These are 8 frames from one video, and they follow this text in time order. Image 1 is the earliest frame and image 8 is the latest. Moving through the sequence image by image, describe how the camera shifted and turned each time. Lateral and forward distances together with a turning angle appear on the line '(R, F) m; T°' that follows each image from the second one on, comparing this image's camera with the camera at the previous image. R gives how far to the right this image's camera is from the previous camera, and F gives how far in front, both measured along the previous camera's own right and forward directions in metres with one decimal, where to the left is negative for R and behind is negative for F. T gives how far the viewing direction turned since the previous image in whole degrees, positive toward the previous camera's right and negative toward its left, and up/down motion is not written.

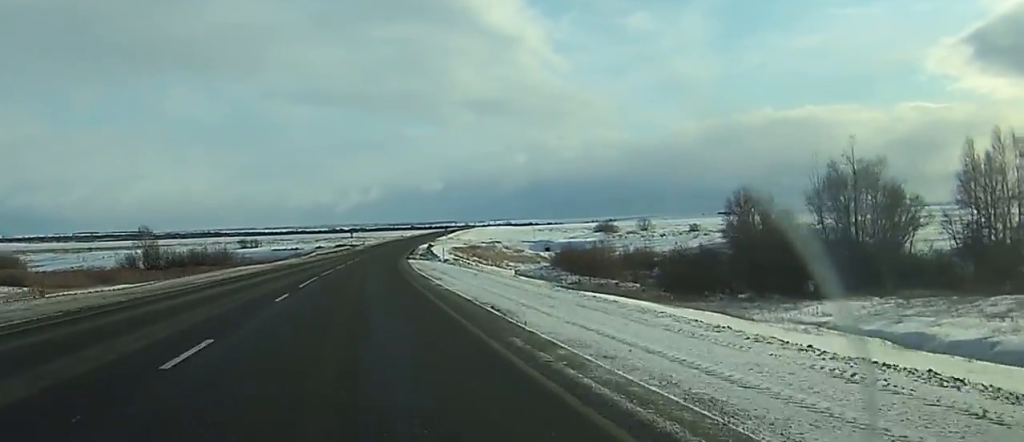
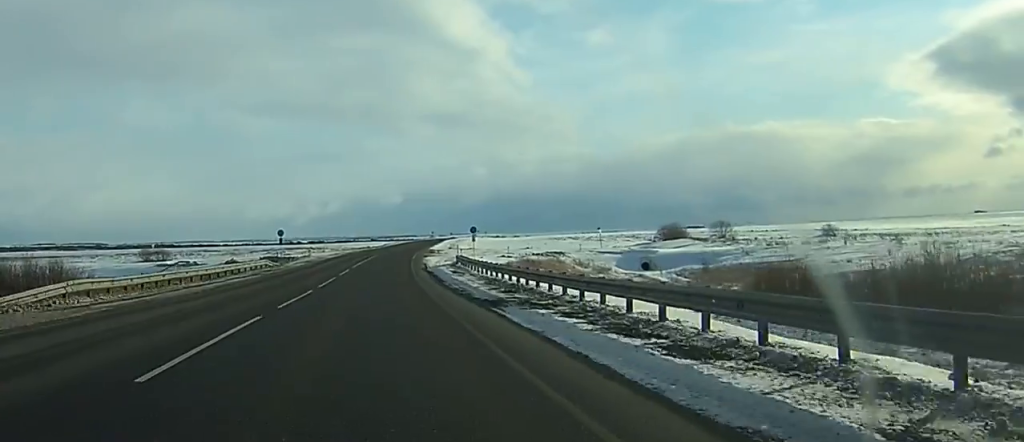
(+0.9, +79.8) m; +2°
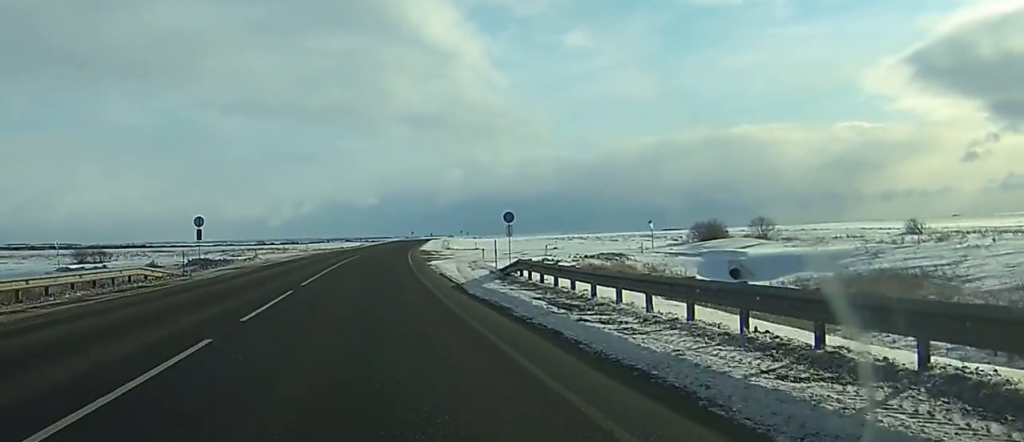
(+0.2, +29.2) m; +1°
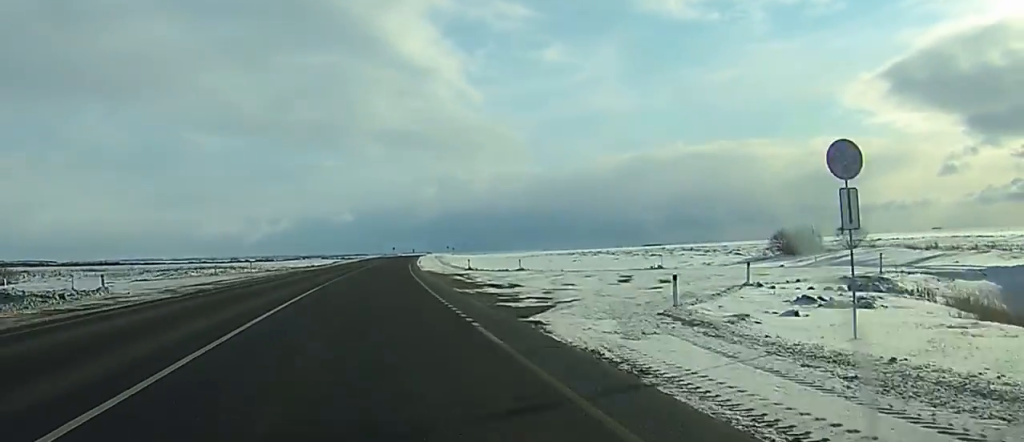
(+0.5, +35.5) m; +2°
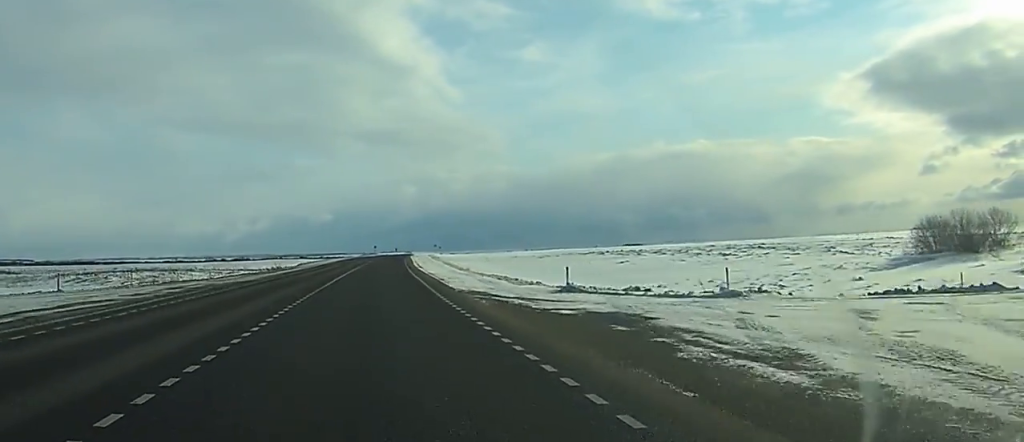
(+0.6, +33.3) m; +1°
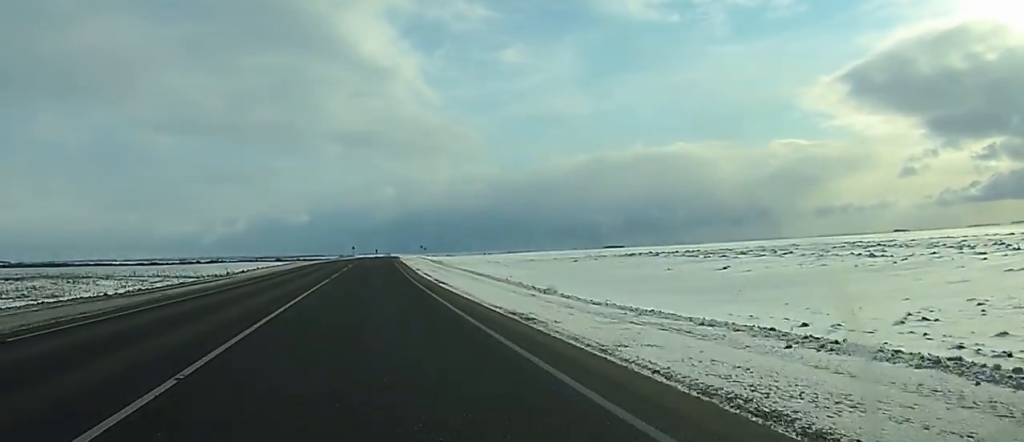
(+0.2, +33.3) m; +1°
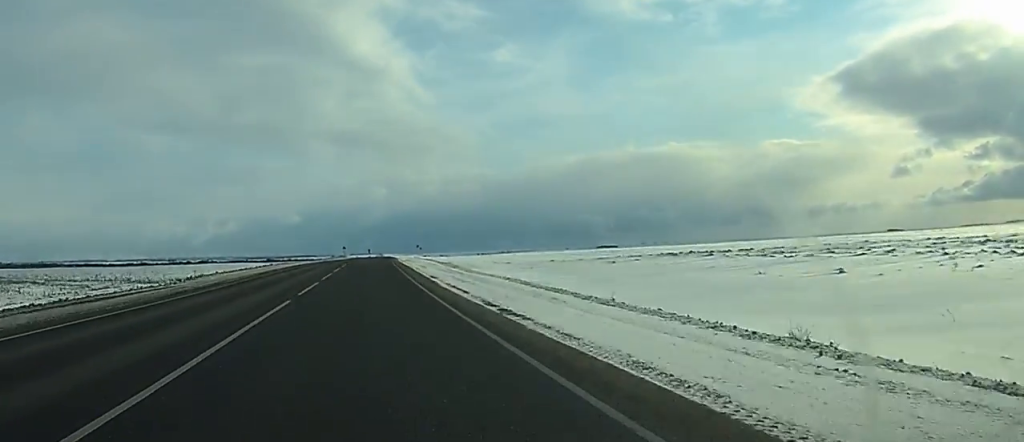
(+0.2, +17.7) m; +1°
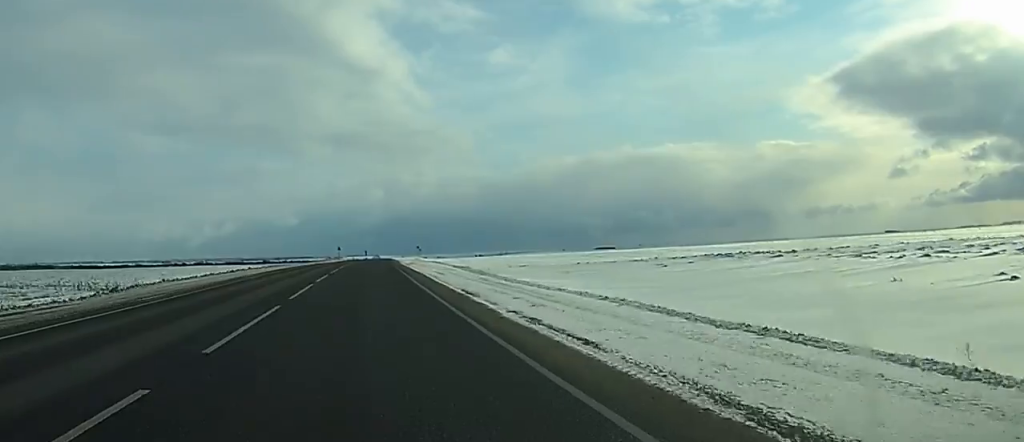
(0.0, +14.6) m; 0°
